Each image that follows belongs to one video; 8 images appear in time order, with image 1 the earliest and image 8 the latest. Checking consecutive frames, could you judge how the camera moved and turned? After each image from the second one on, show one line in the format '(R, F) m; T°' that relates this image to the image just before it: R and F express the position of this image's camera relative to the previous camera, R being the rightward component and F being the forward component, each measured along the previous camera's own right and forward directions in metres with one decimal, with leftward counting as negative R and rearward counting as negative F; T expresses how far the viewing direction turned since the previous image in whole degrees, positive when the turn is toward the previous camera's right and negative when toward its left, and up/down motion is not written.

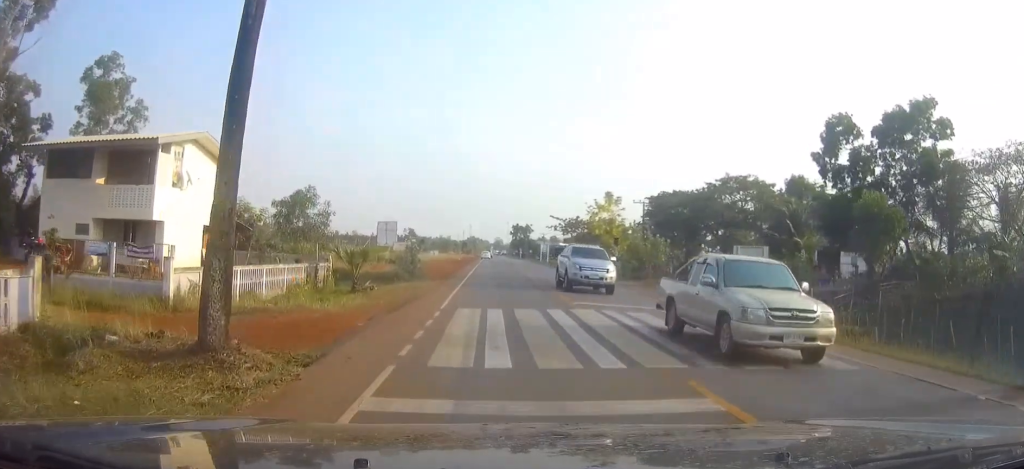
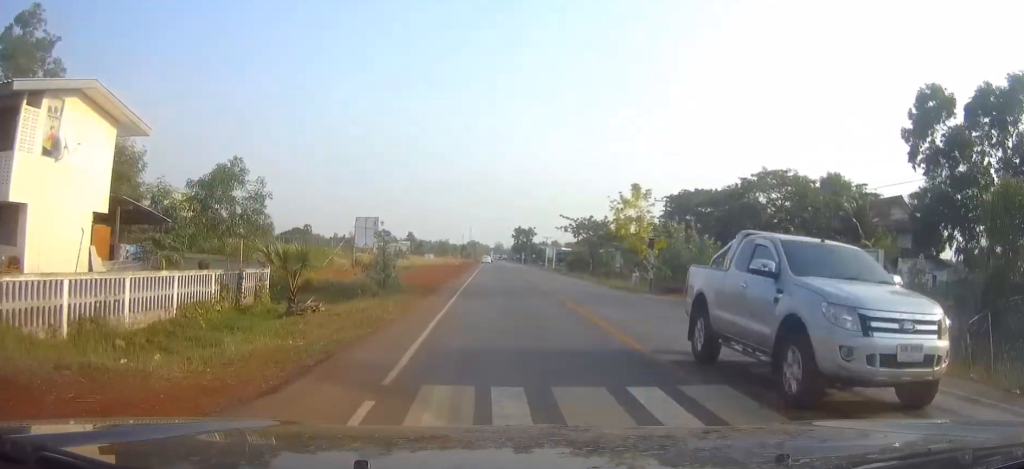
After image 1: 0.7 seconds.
(0.0, +10.5) m; -1°
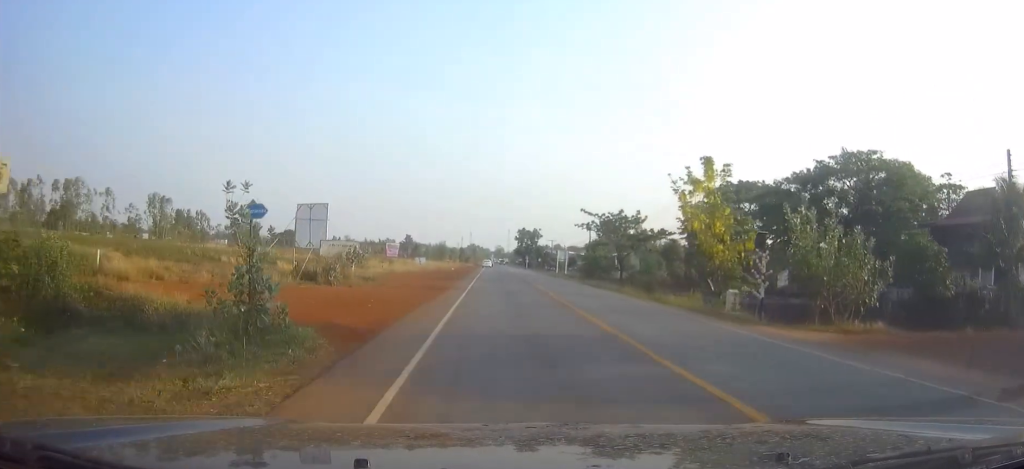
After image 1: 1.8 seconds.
(-0.4, +16.0) m; -1°
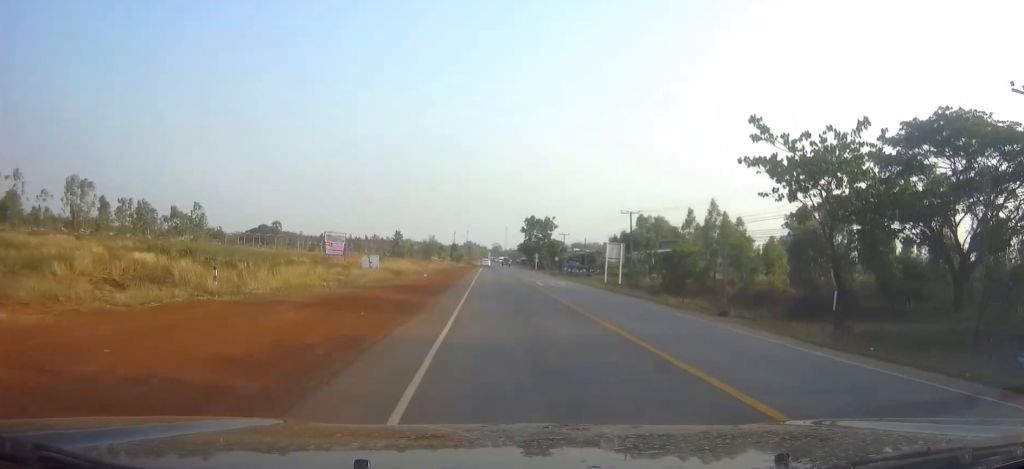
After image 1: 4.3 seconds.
(+1.7, +39.0) m; +4°
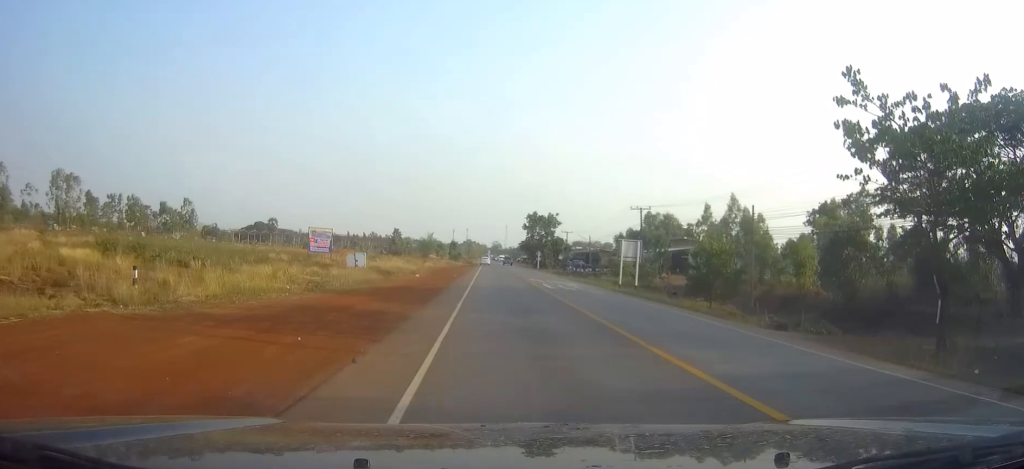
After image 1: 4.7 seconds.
(0.0, +6.2) m; 0°
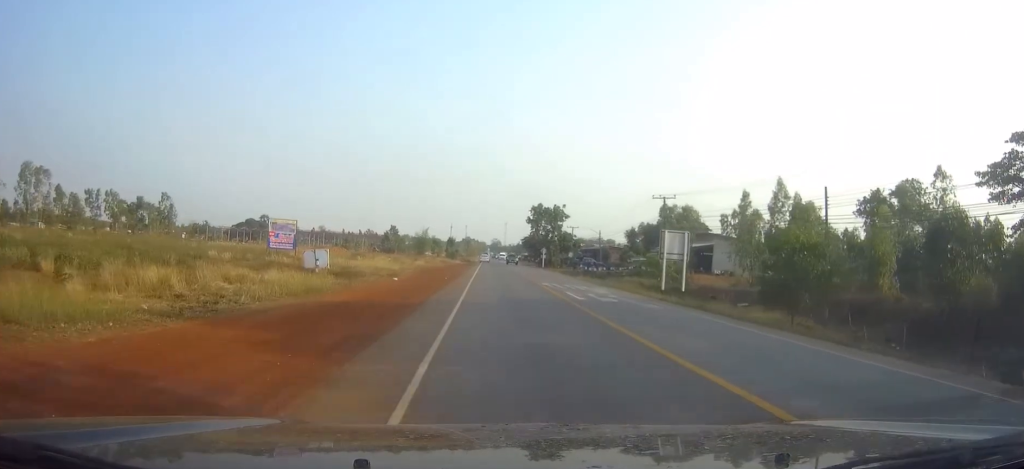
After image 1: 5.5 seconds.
(0.0, +11.9) m; 0°
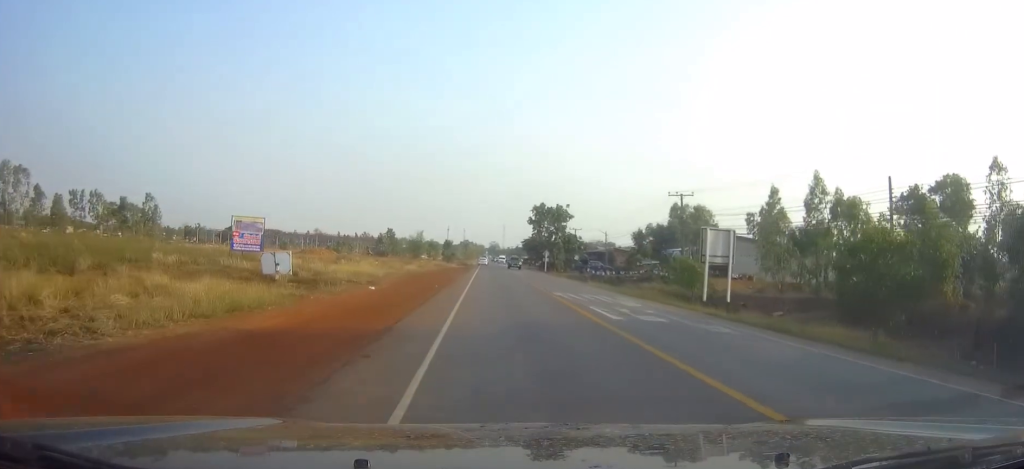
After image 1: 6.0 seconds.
(0.0, +7.3) m; 0°
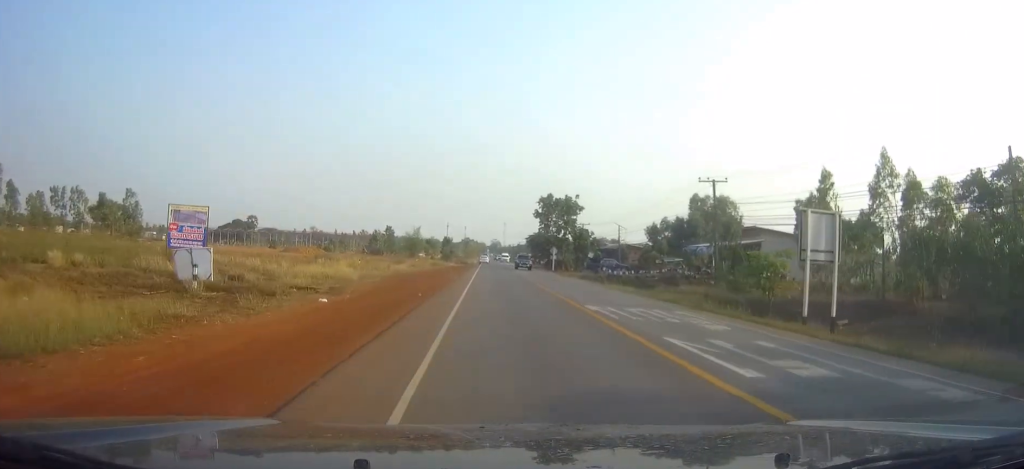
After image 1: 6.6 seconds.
(+0.1, +9.9) m; 0°
